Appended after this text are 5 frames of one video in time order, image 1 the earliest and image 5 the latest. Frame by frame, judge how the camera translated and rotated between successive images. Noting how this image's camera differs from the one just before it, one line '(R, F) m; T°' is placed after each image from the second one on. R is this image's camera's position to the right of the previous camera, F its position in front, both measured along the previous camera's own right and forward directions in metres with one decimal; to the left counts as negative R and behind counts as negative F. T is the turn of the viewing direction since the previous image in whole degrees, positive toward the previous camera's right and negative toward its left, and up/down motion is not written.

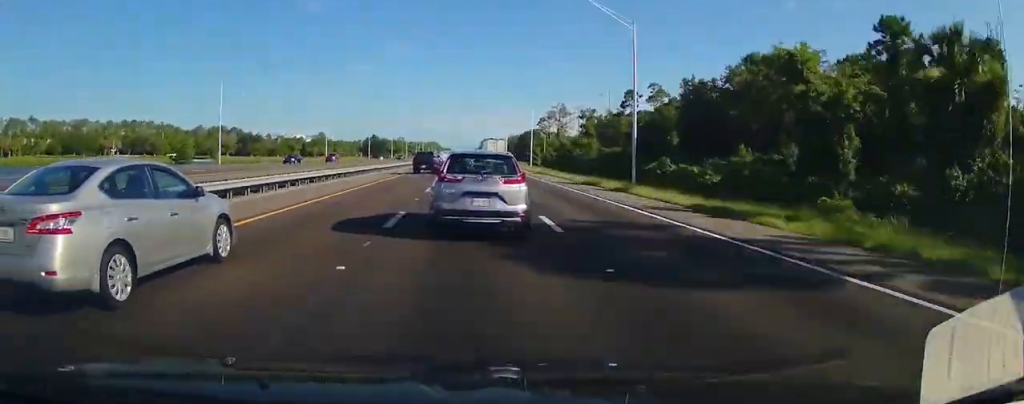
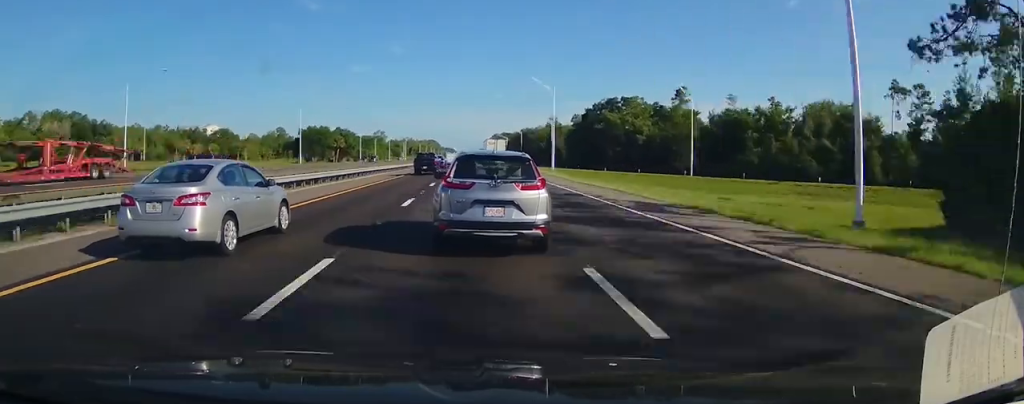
(-0.4, +161.6) m; 0°
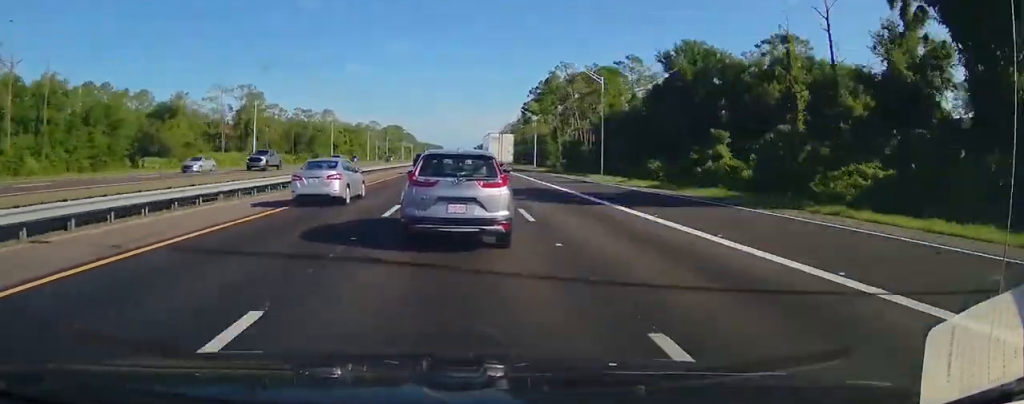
(+0.2, +326.5) m; 0°
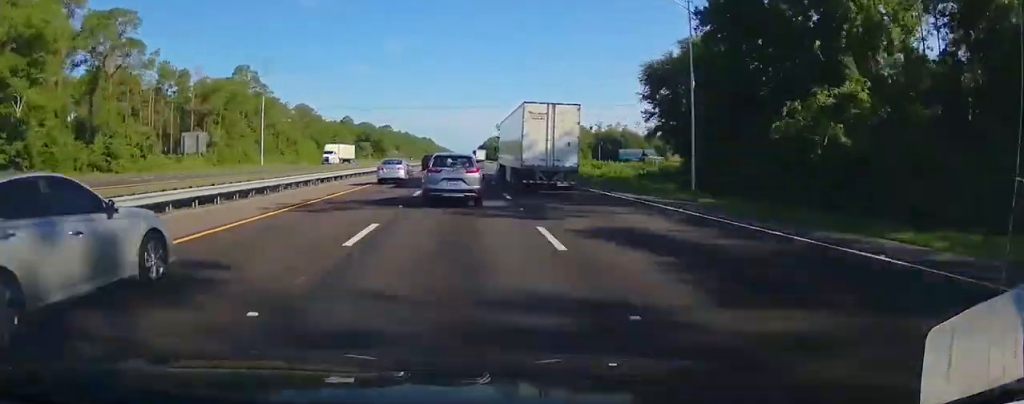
(+1.7, +507.9) m; 0°
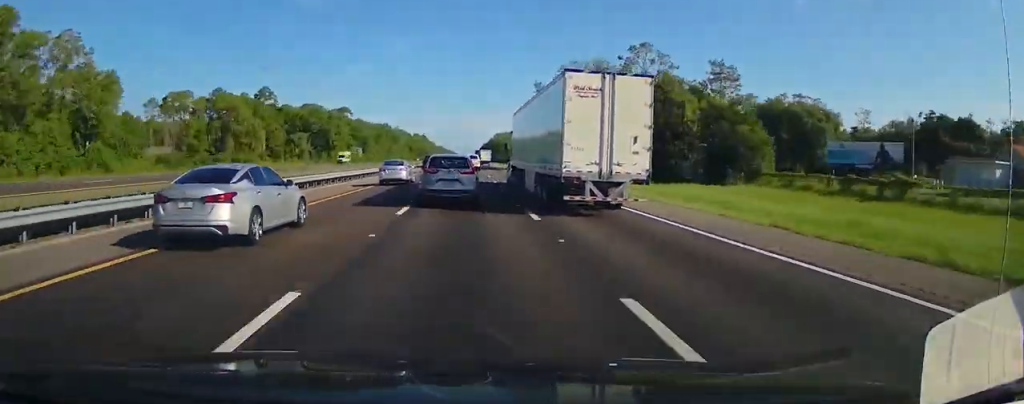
(+0.7, +134.8) m; +1°
